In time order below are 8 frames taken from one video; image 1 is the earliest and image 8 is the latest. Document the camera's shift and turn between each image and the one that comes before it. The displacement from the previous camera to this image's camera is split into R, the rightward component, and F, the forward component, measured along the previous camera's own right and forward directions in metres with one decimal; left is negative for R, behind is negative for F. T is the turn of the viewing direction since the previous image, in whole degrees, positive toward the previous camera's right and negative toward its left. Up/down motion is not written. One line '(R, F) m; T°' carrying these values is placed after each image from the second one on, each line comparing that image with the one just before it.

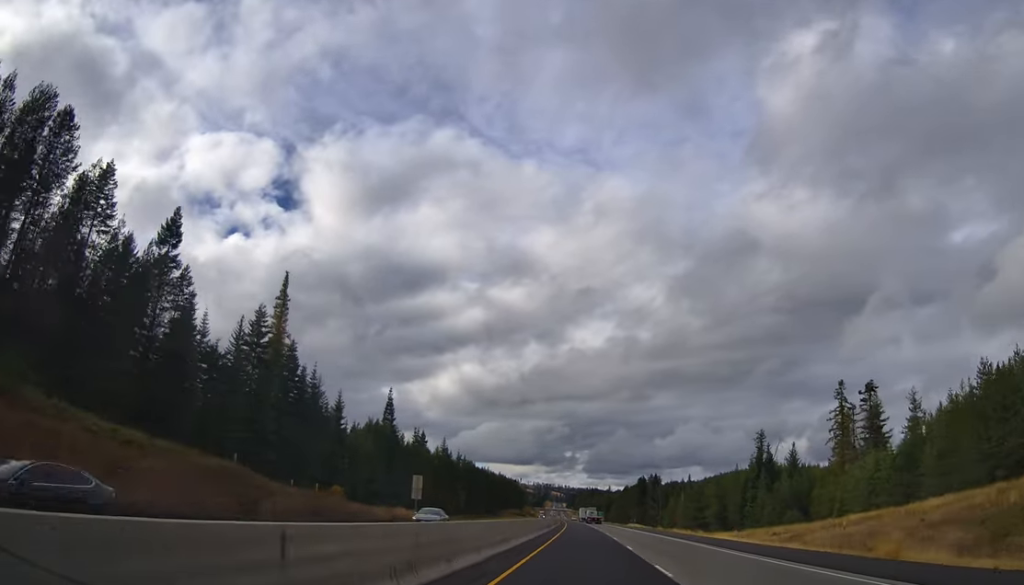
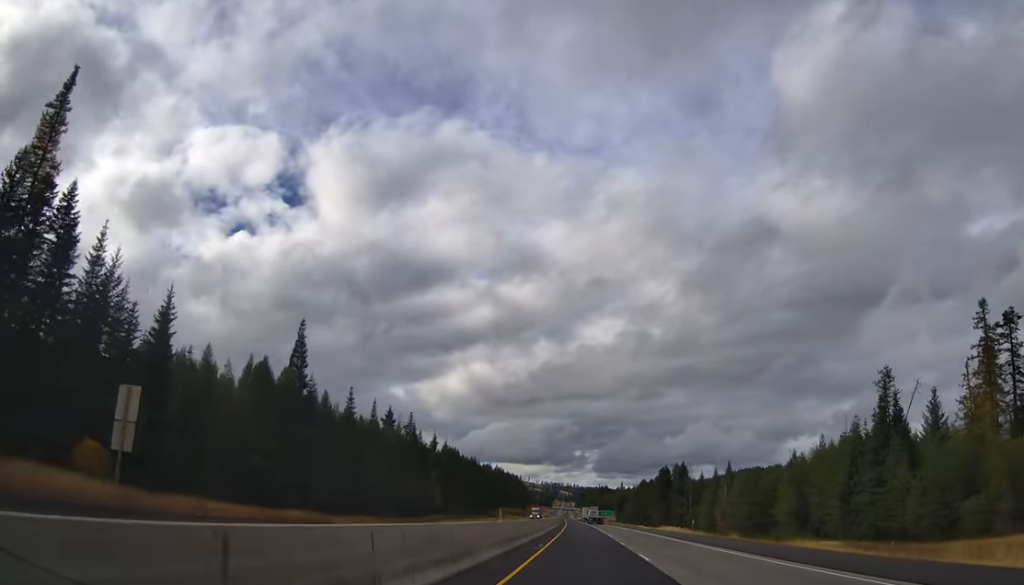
(-0.9, +55.4) m; -2°
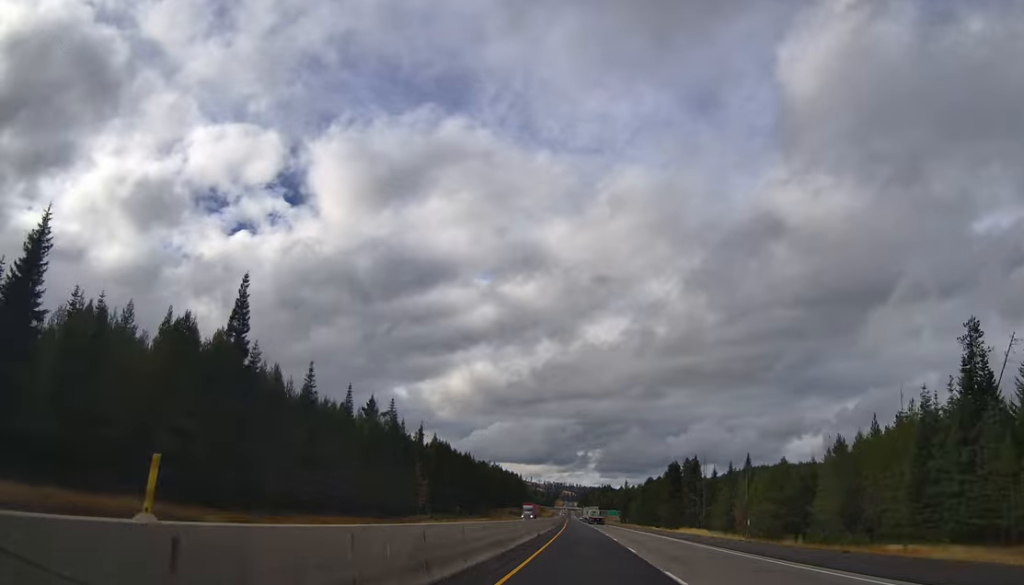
(-0.3, +20.0) m; -1°
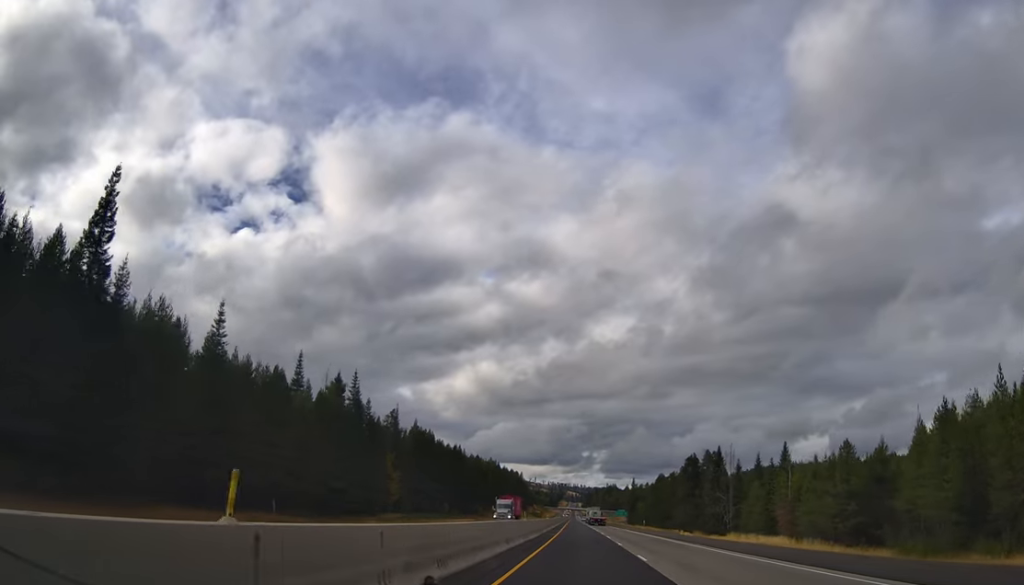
(-0.1, +29.4) m; 0°
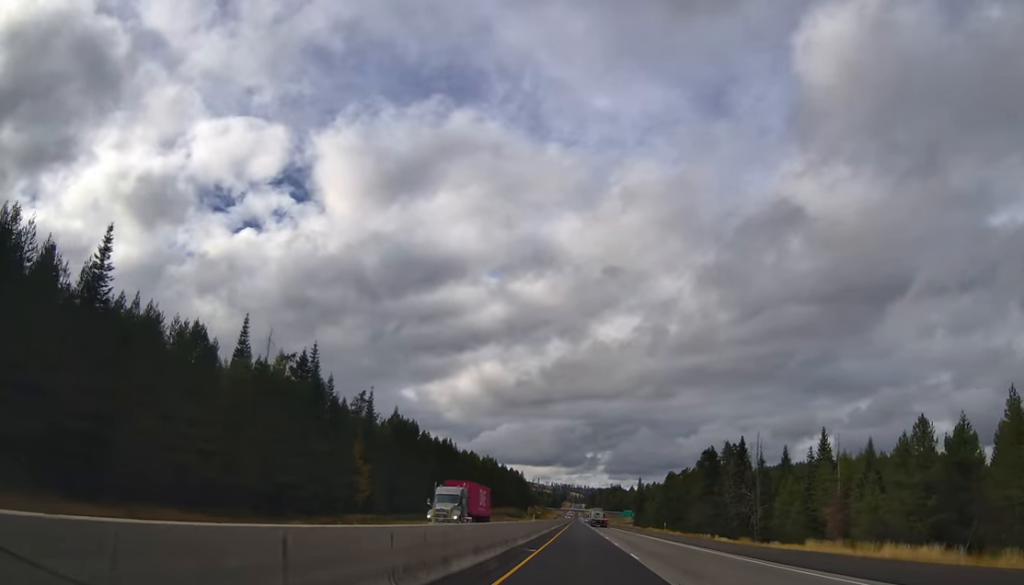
(+0.1, +22.3) m; 0°
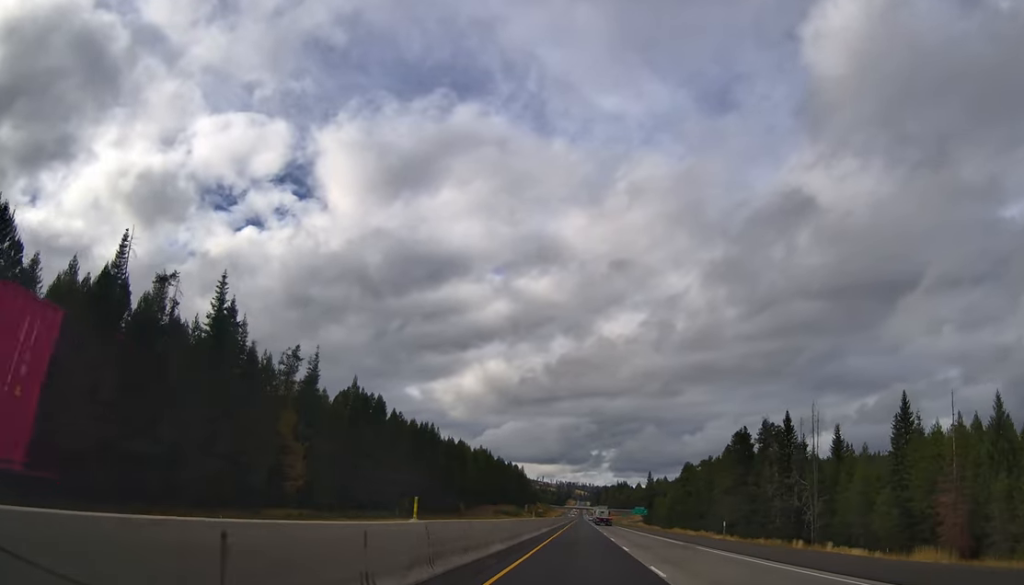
(+0.4, +31.8) m; 0°
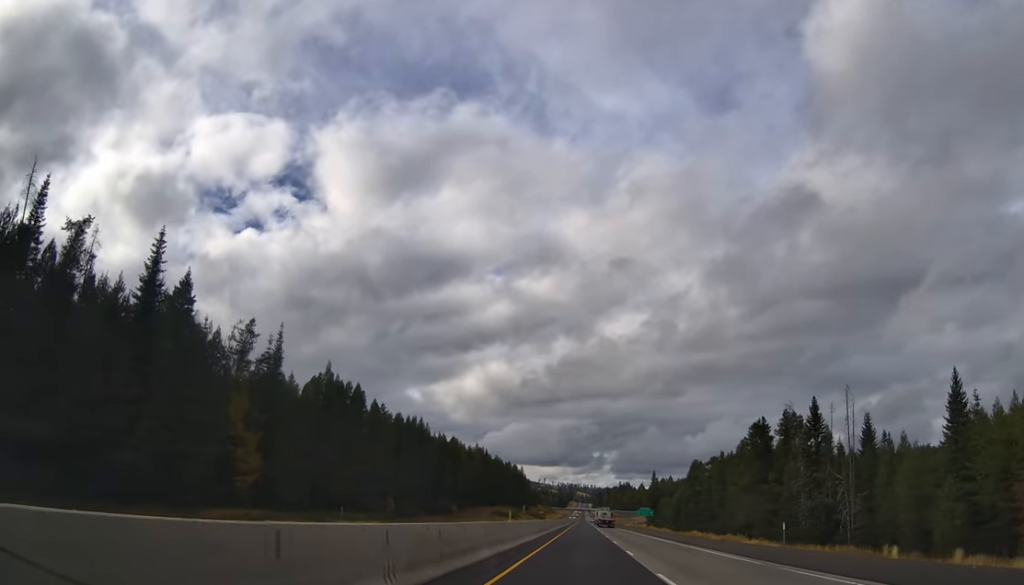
(-0.2, +14.2) m; 0°
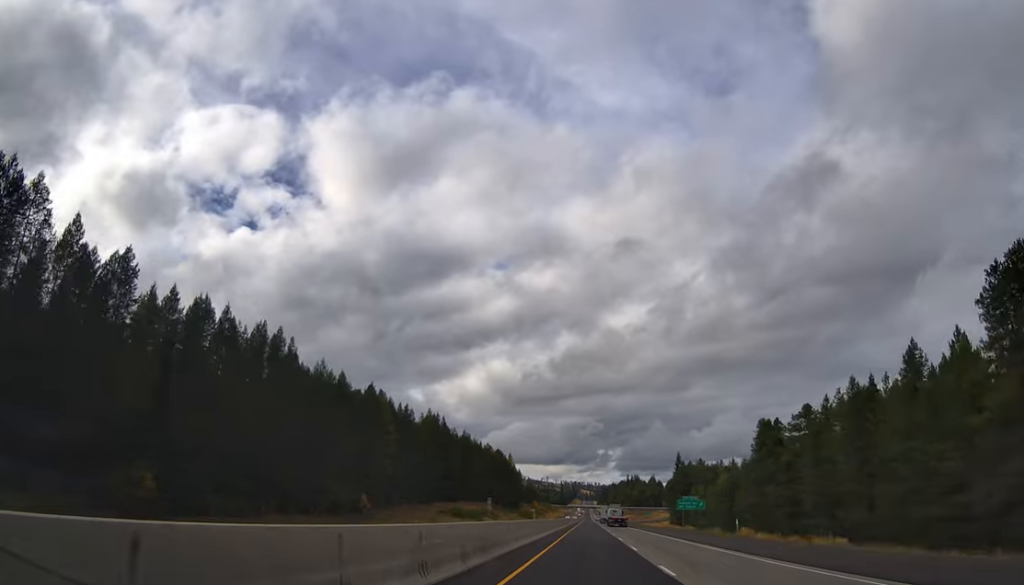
(-1.2, +82.7) m; -1°
